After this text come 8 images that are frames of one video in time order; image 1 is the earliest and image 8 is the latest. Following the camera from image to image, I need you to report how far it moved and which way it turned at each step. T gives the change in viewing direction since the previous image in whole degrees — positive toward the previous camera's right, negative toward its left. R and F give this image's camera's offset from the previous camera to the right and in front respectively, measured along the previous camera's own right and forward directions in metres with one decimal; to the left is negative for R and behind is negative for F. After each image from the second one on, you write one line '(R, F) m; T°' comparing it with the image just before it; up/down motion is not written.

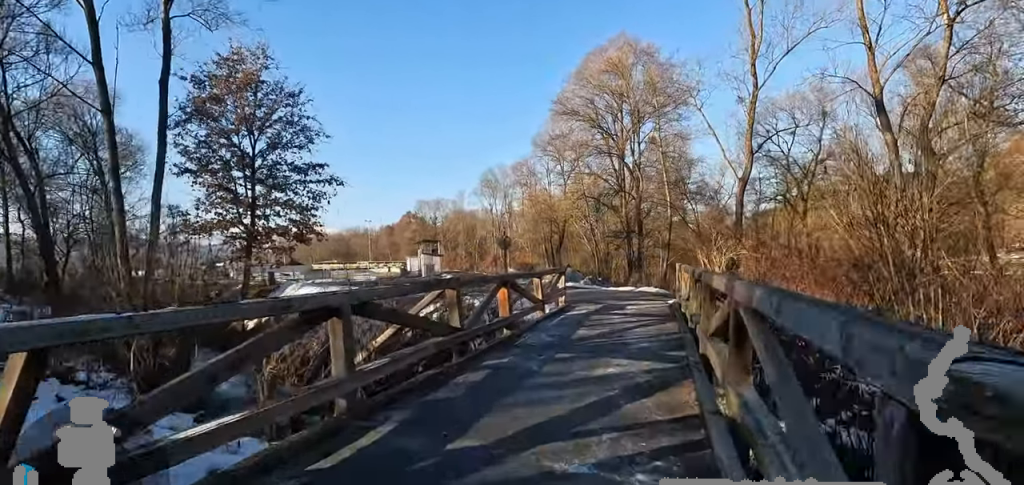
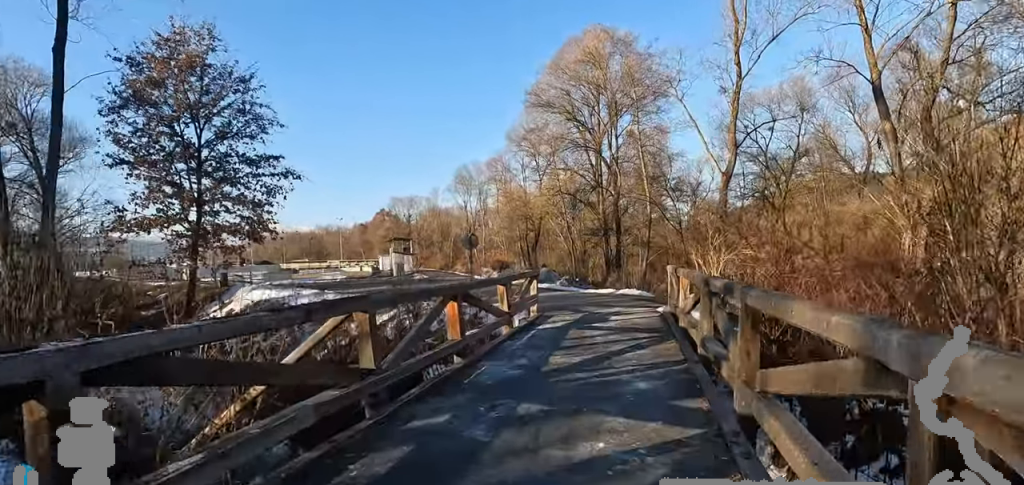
(+0.4, +2.3) m; +6°
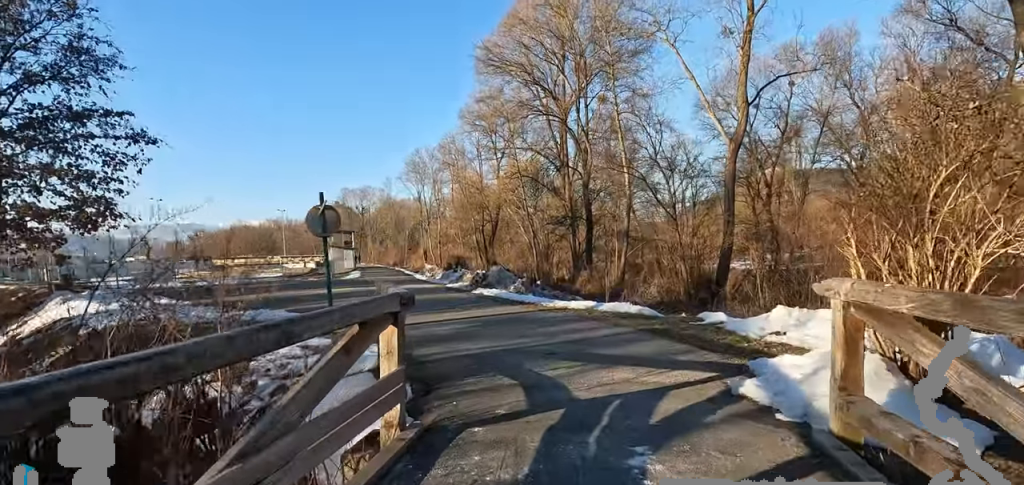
(+0.7, +7.8) m; +9°
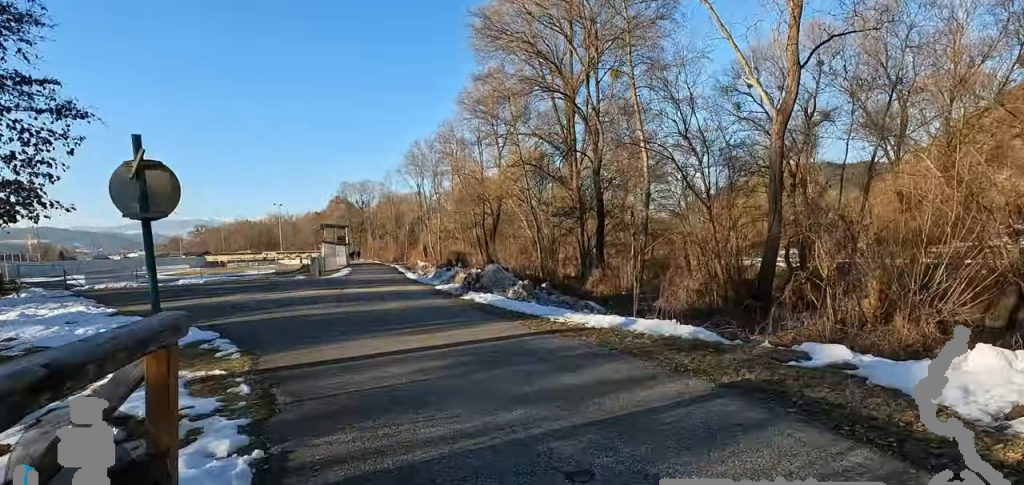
(+0.5, +3.7) m; -5°
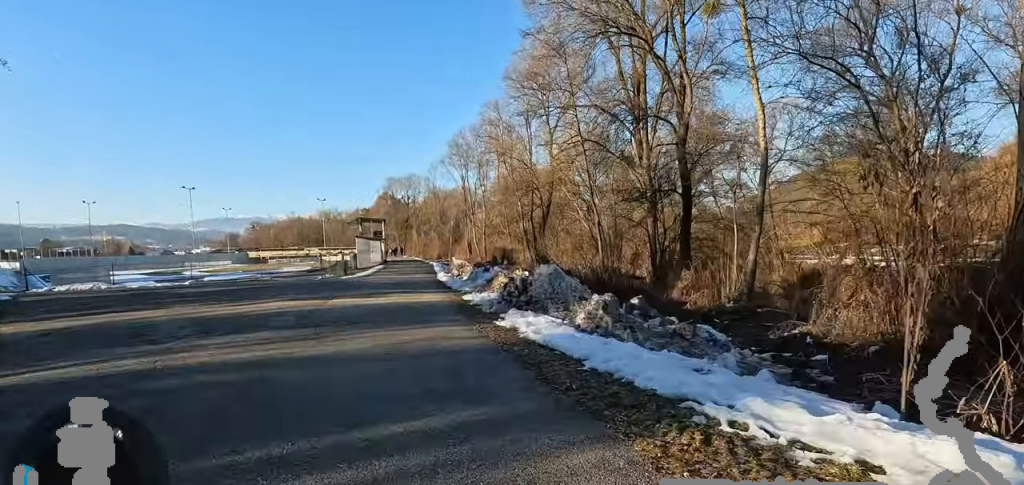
(-1.6, +6.3) m; -15°
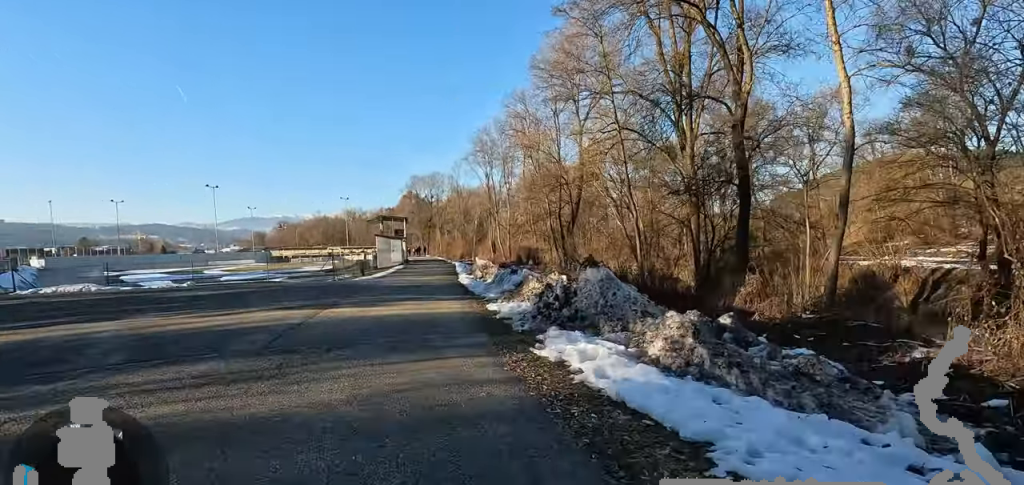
(0.0, +2.7) m; 0°
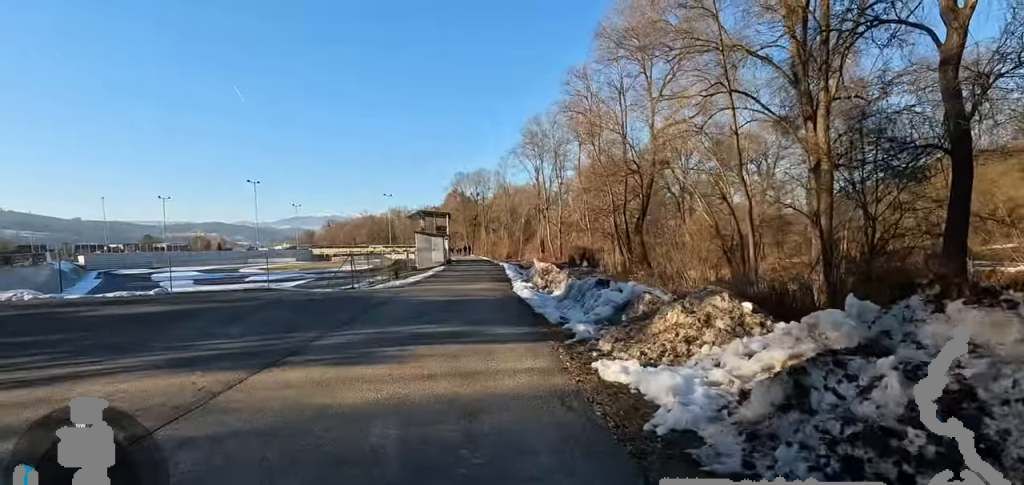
(0.0, +6.3) m; 0°
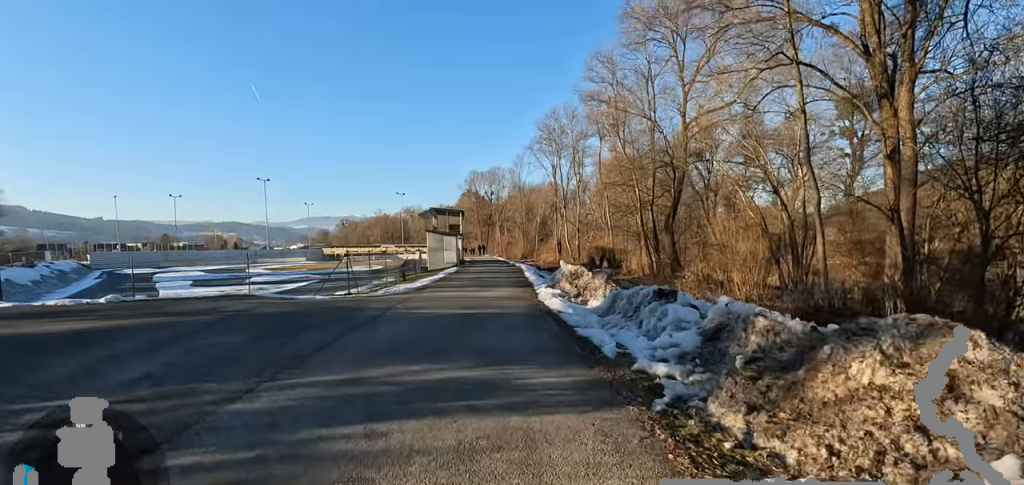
(0.0, +2.9) m; -1°
